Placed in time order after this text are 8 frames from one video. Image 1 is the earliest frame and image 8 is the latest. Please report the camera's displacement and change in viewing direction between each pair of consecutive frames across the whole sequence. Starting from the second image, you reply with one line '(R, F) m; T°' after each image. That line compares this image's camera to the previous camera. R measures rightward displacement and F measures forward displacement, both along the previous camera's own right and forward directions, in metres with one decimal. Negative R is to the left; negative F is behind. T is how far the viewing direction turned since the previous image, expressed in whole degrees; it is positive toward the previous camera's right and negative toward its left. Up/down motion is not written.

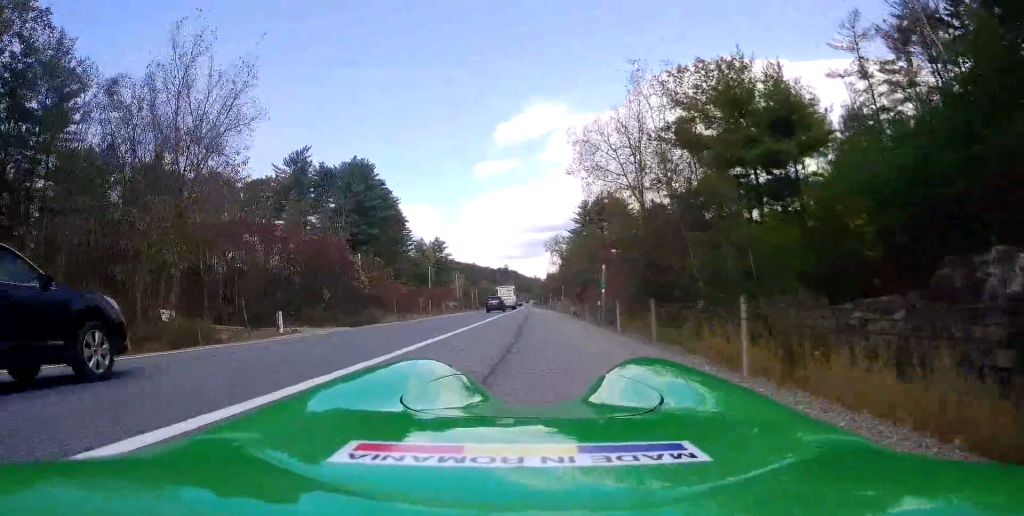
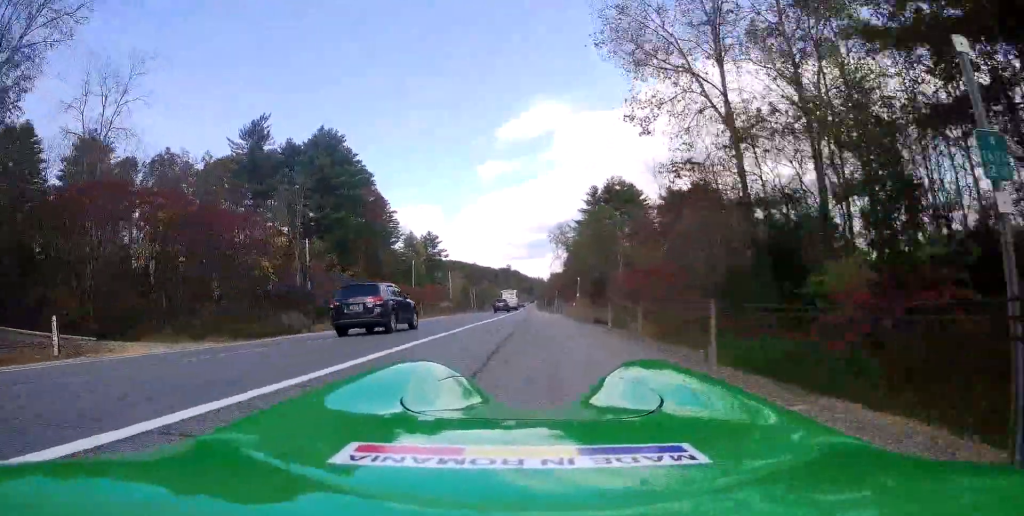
(-0.3, +18.9) m; -1°
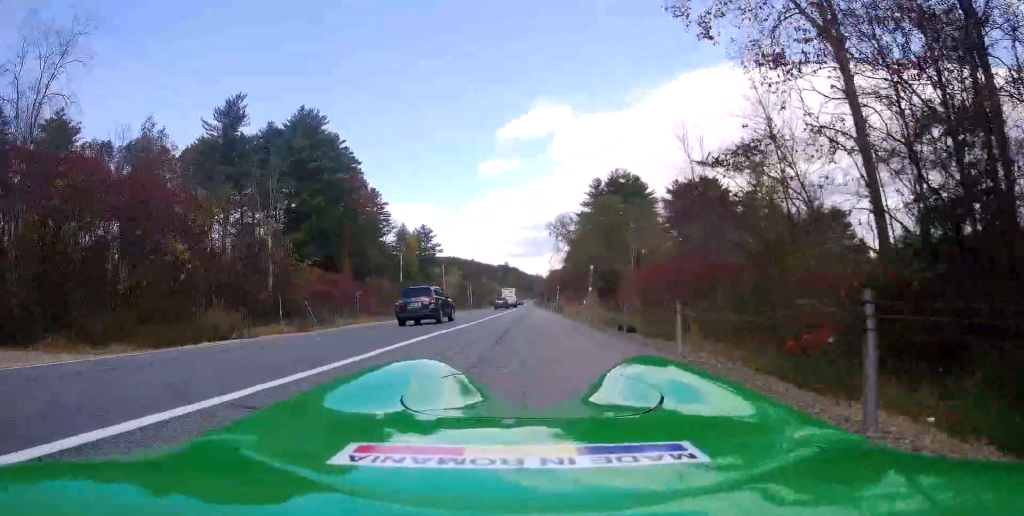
(+0.1, +8.6) m; +1°
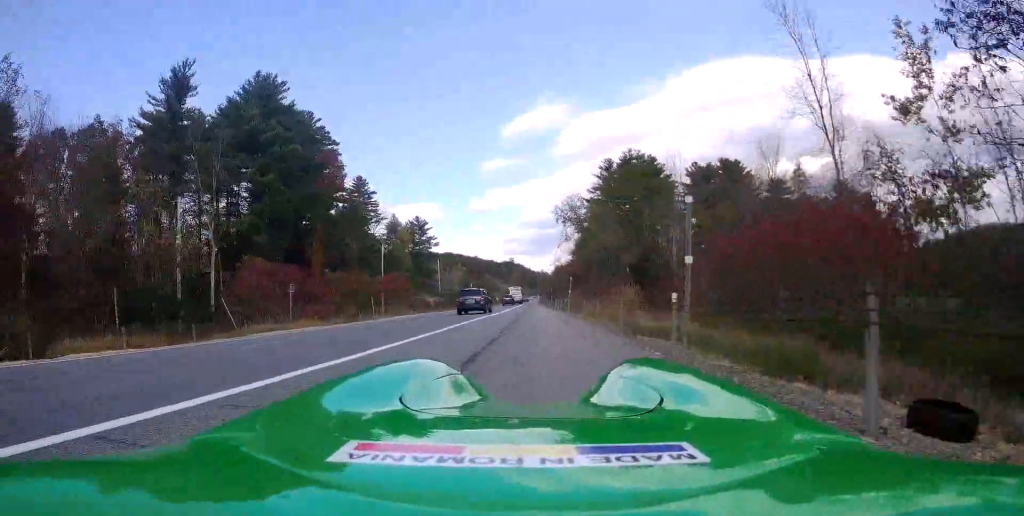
(+0.2, +15.0) m; +1°
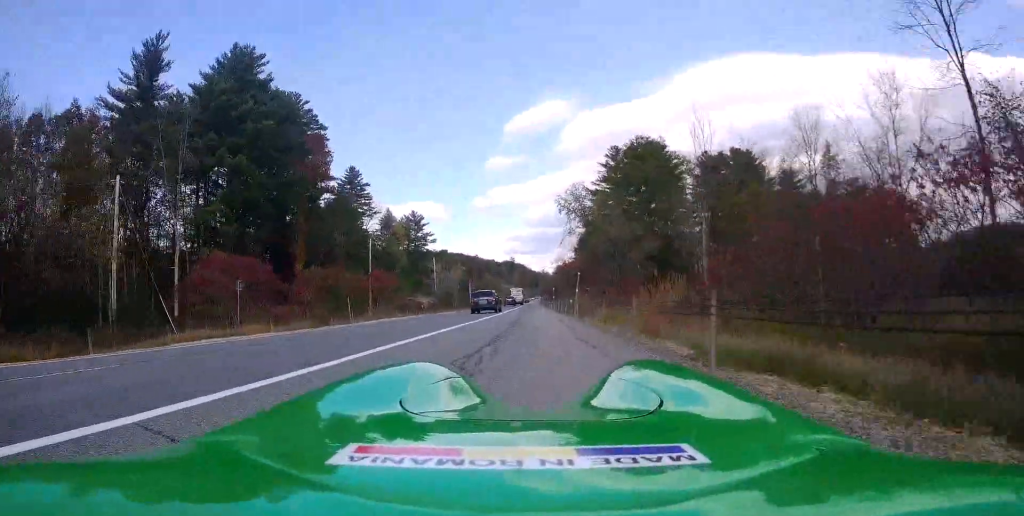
(0.0, +6.9) m; 0°
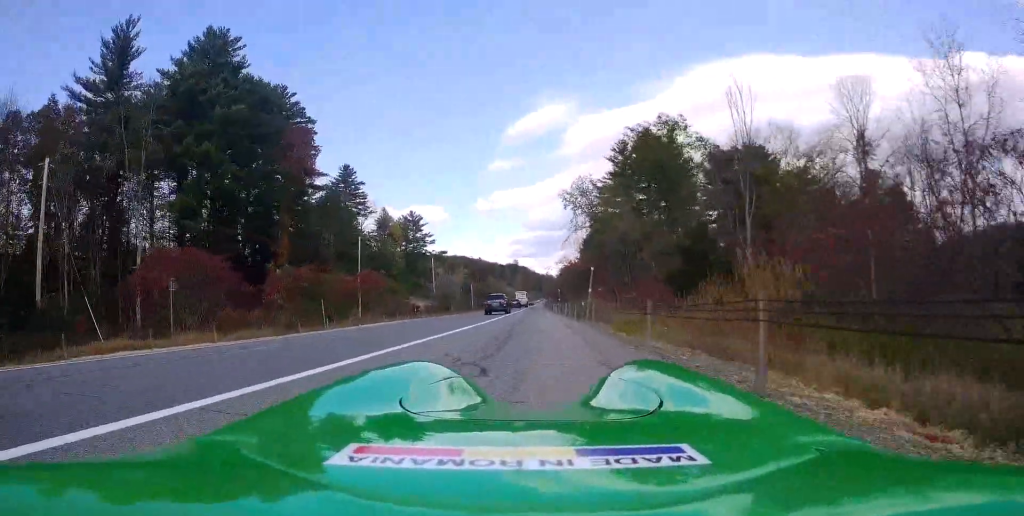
(+0.1, +6.3) m; 0°
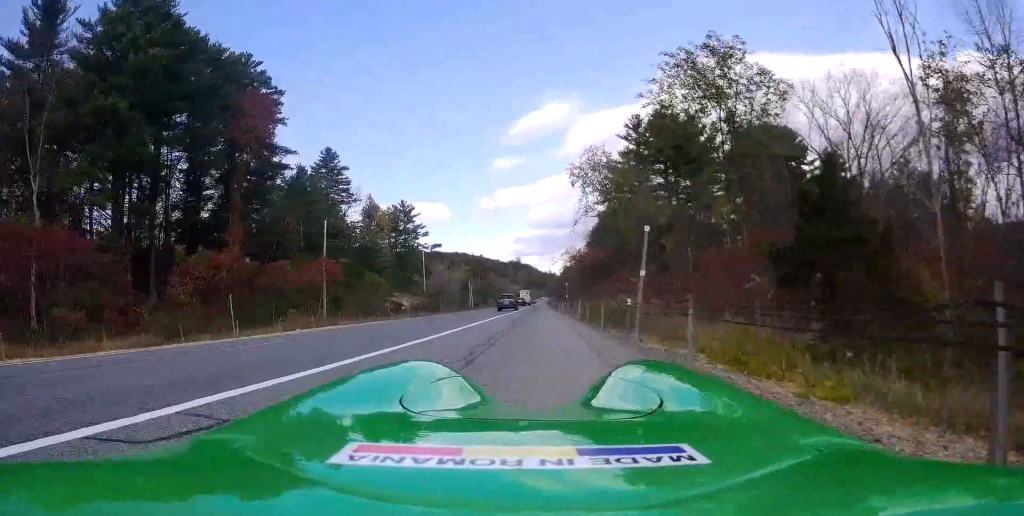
(-0.1, +12.4) m; -2°
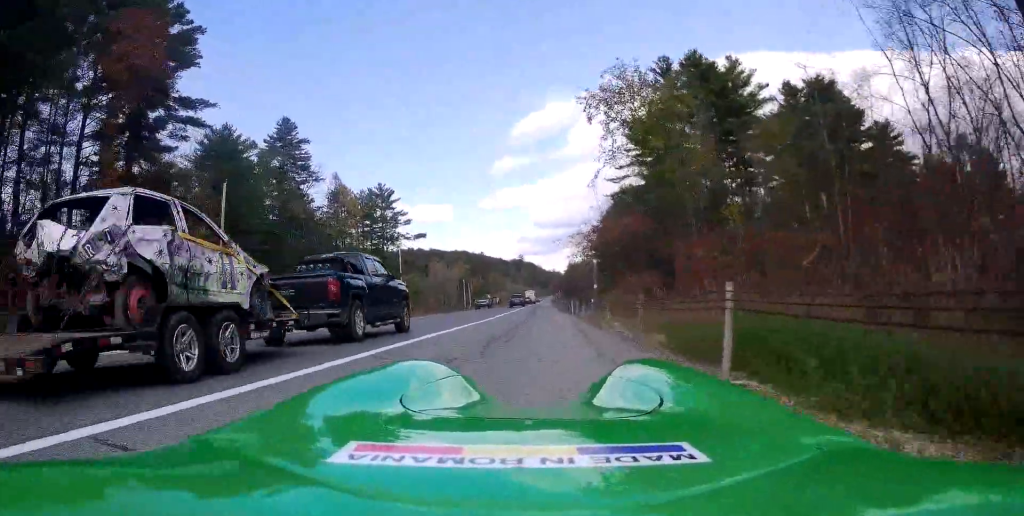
(-0.6, +20.5) m; -1°
